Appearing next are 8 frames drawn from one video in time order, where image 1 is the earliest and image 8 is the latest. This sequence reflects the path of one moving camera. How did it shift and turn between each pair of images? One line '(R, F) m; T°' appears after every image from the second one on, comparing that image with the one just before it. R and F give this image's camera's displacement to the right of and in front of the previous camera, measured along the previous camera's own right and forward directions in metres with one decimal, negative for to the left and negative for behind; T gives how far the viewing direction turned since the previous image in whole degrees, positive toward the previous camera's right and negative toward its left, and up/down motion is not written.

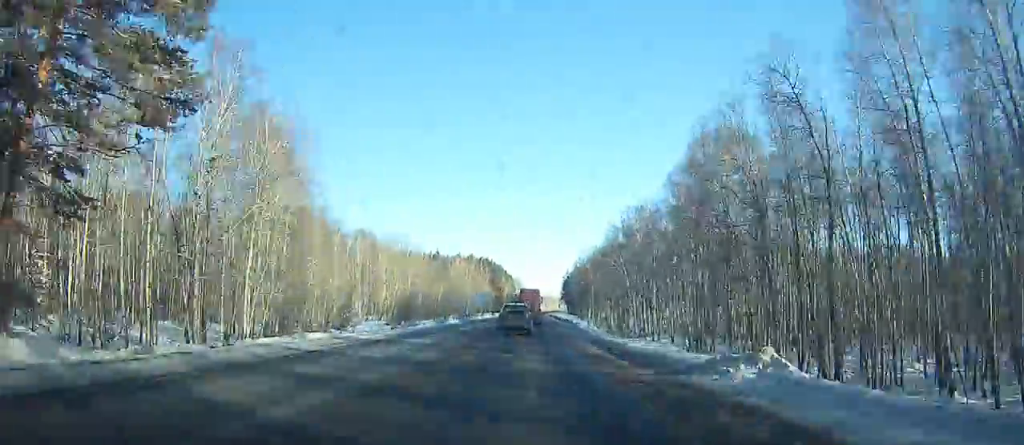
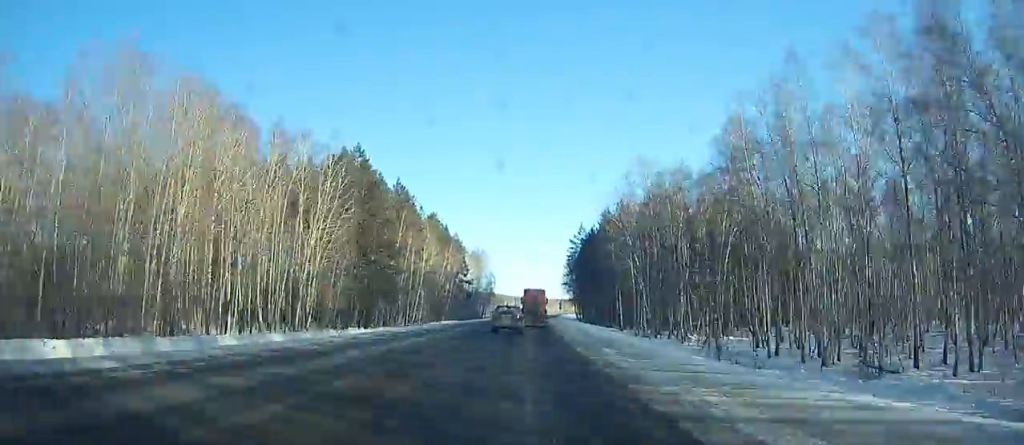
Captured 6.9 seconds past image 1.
(+4.6, +153.6) m; +3°
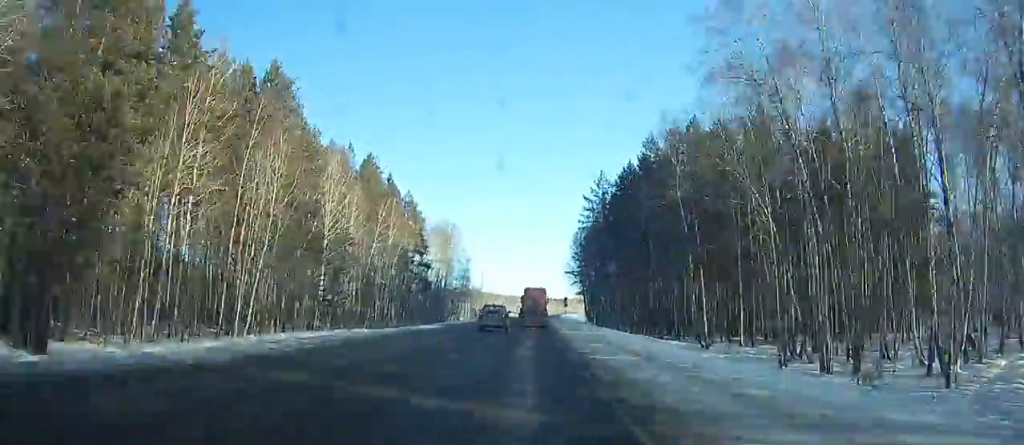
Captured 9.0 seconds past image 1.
(+0.4, +47.3) m; +1°
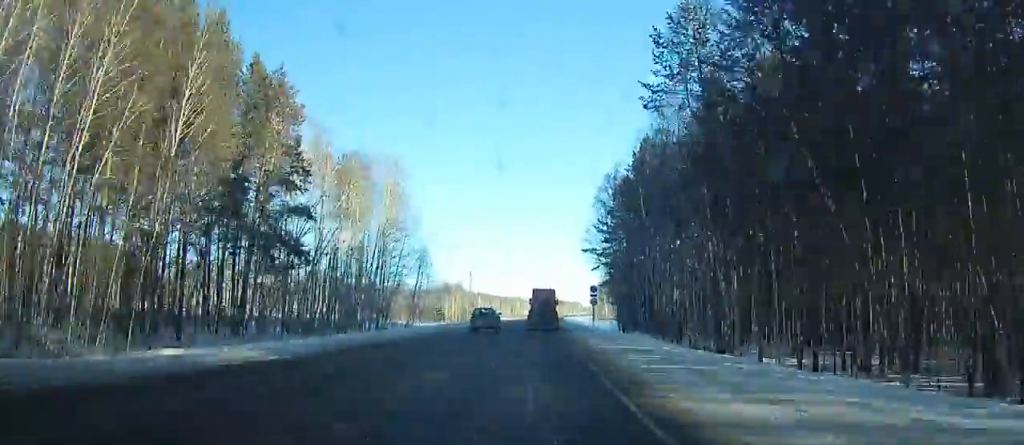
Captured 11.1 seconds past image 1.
(+0.3, +47.3) m; +1°
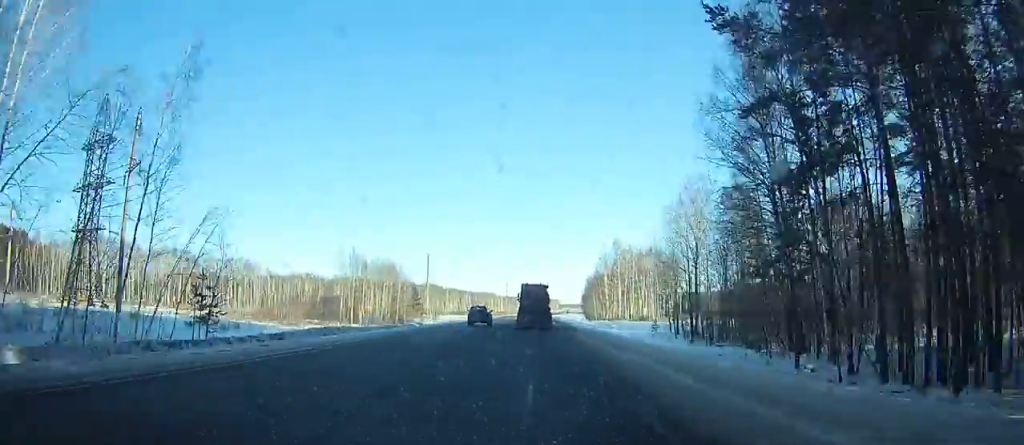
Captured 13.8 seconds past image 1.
(+0.6, +60.7) m; +1°
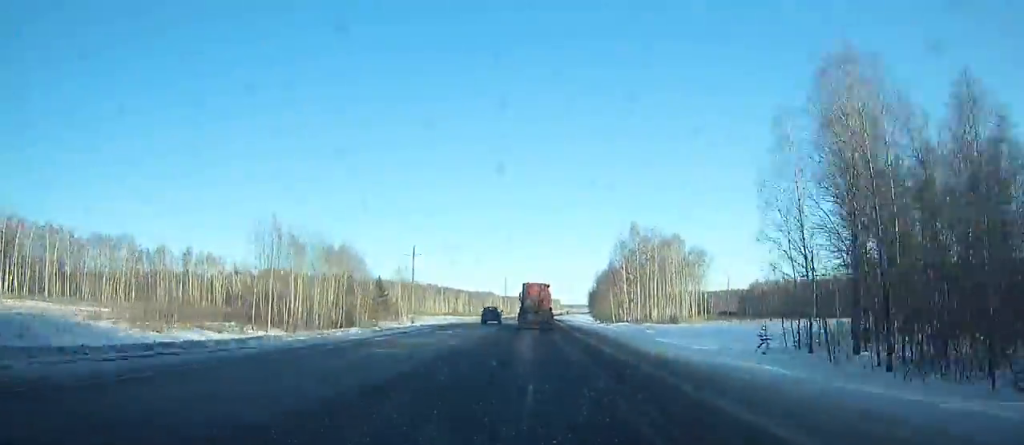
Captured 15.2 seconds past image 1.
(+0.4, +31.4) m; +1°
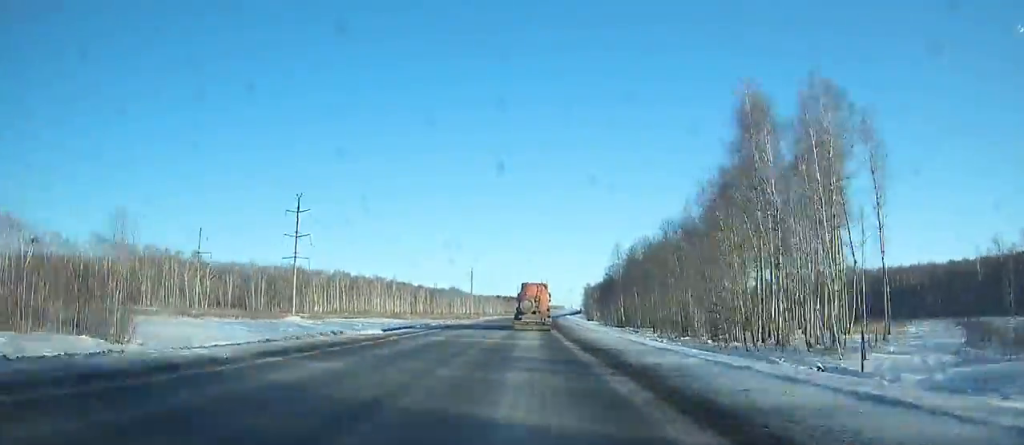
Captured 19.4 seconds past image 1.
(+1.7, +94.8) m; +2°
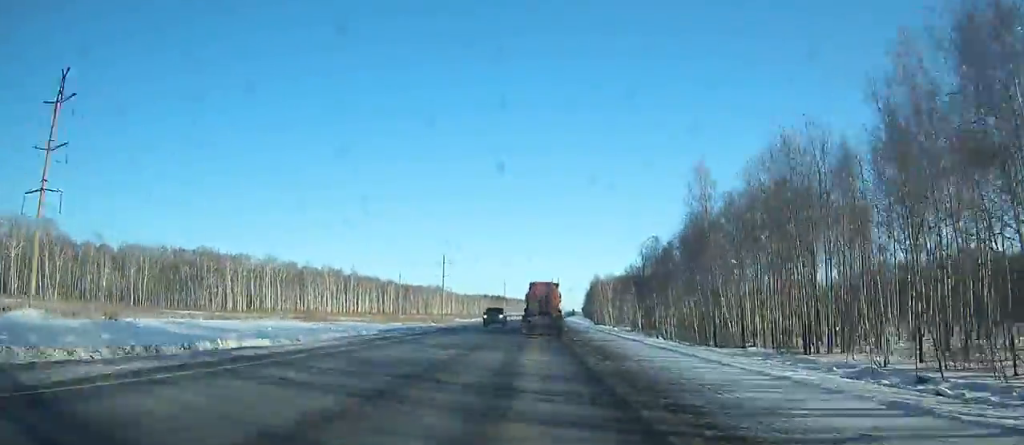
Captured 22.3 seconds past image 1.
(+0.8, +68.1) m; +1°
